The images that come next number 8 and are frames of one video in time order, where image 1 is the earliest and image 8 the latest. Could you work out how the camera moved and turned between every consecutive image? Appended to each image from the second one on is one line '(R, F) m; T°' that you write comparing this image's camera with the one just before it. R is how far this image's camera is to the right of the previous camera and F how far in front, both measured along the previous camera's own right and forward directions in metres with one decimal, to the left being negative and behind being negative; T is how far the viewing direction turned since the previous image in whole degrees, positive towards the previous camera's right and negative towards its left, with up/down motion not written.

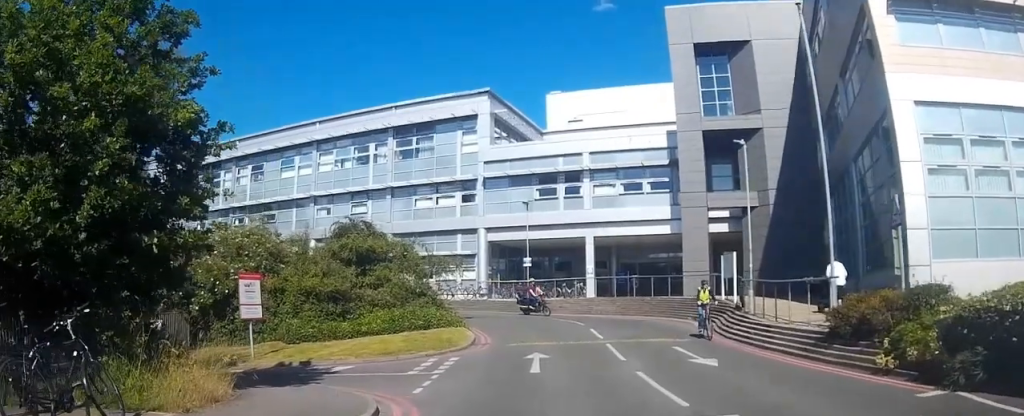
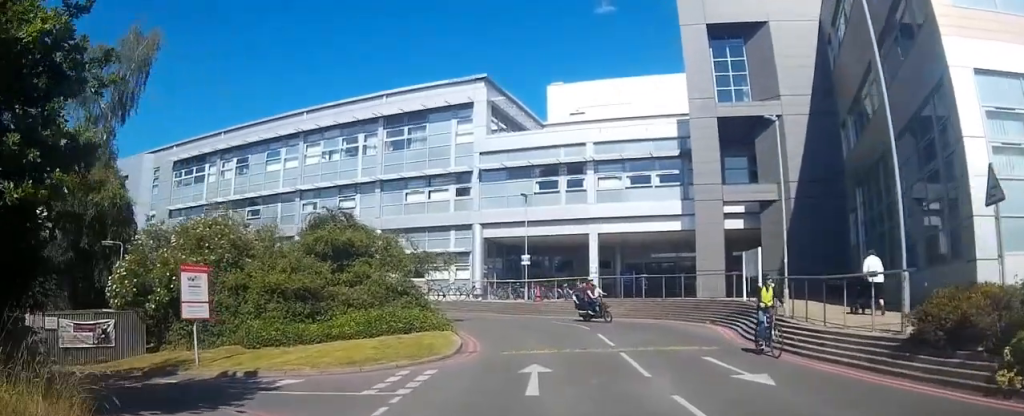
(0.0, +1.2) m; +1°
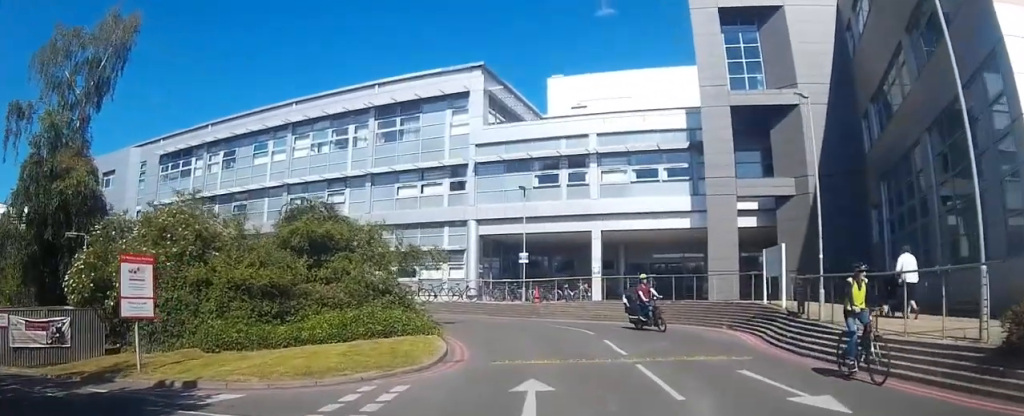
(0.0, +2.5) m; +2°
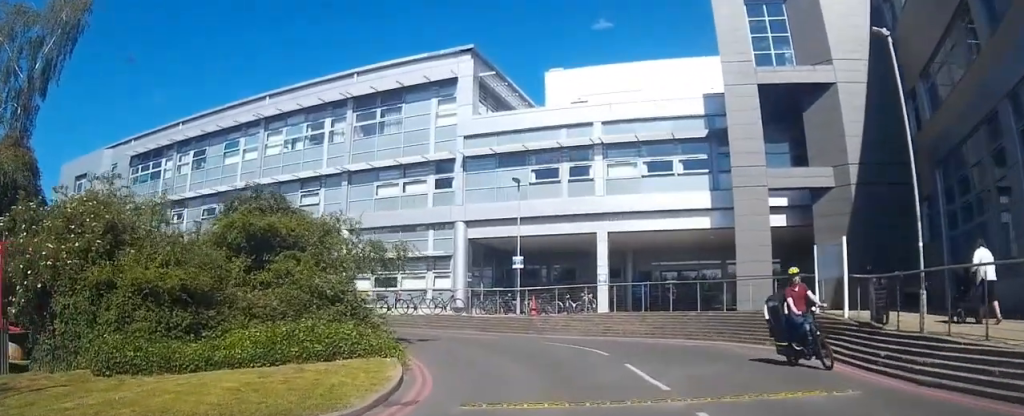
(+0.3, +6.2) m; +5°
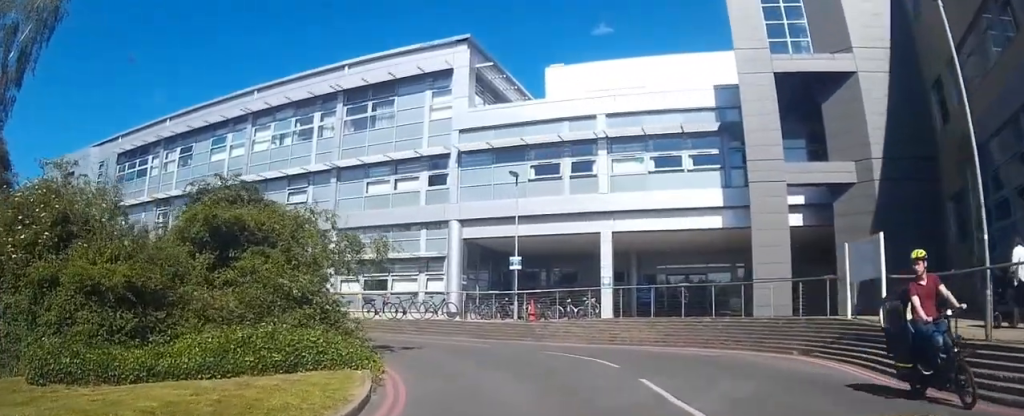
(0.0, +3.5) m; +3°
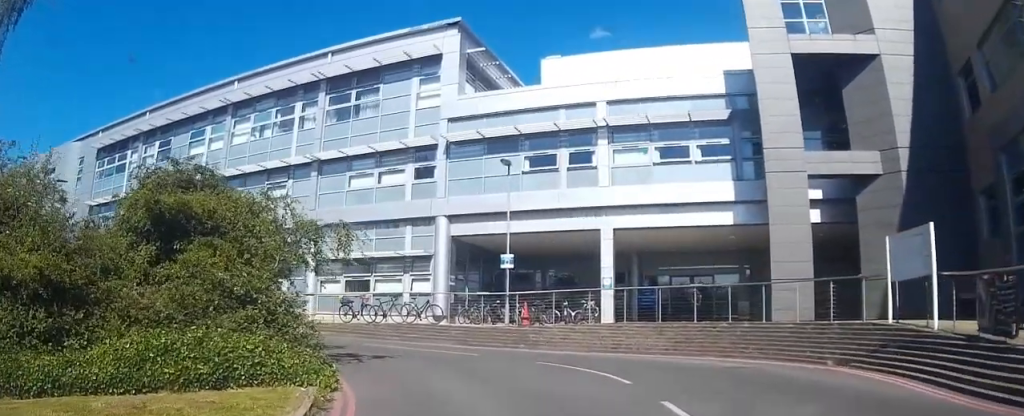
(+0.2, +2.6) m; +4°
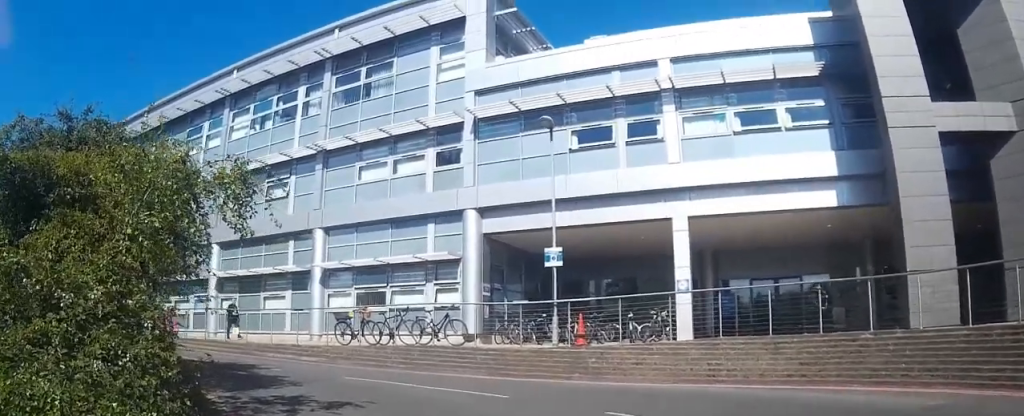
(+0.1, +2.7) m; 0°
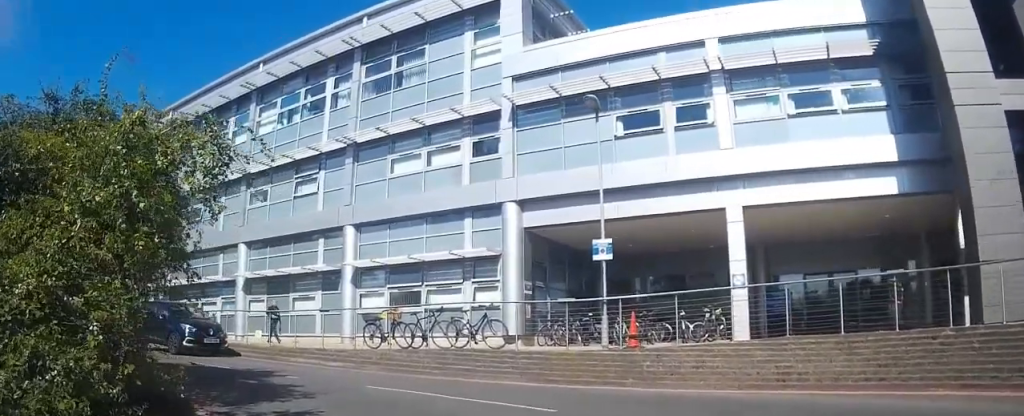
(0.0, +0.8) m; -2°
